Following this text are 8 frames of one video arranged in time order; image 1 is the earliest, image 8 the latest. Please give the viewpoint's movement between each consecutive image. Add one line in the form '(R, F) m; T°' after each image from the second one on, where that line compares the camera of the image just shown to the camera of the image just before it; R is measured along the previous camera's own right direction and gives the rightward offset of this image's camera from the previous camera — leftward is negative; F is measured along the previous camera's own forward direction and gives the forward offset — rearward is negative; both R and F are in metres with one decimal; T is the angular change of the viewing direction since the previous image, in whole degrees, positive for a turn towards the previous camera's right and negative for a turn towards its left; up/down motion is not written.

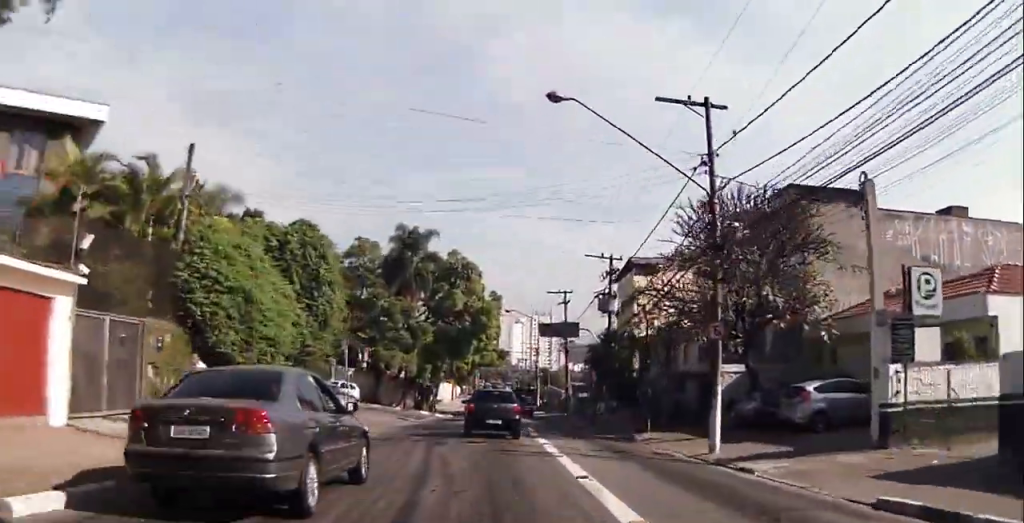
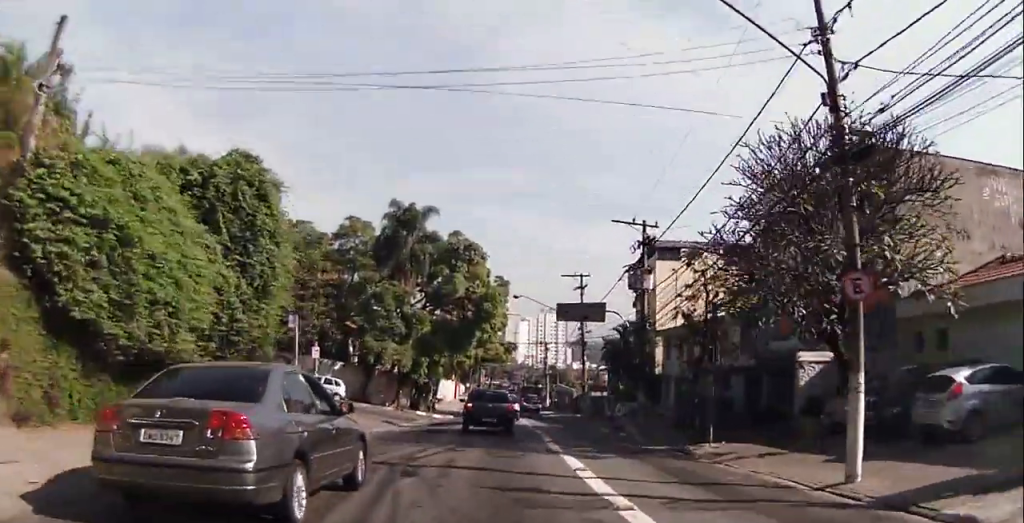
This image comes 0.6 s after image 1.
(+0.1, +6.8) m; +1°
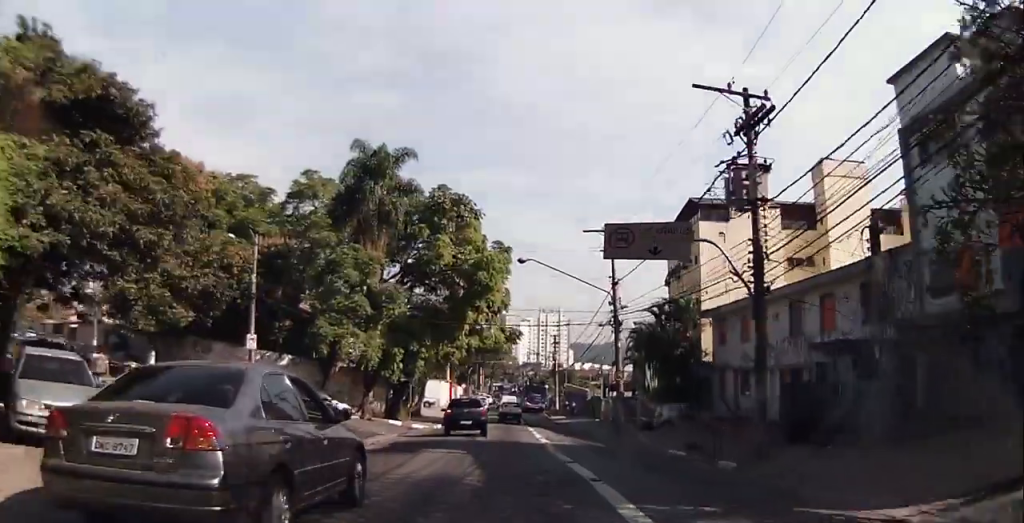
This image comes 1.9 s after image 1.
(0.0, +13.0) m; 0°
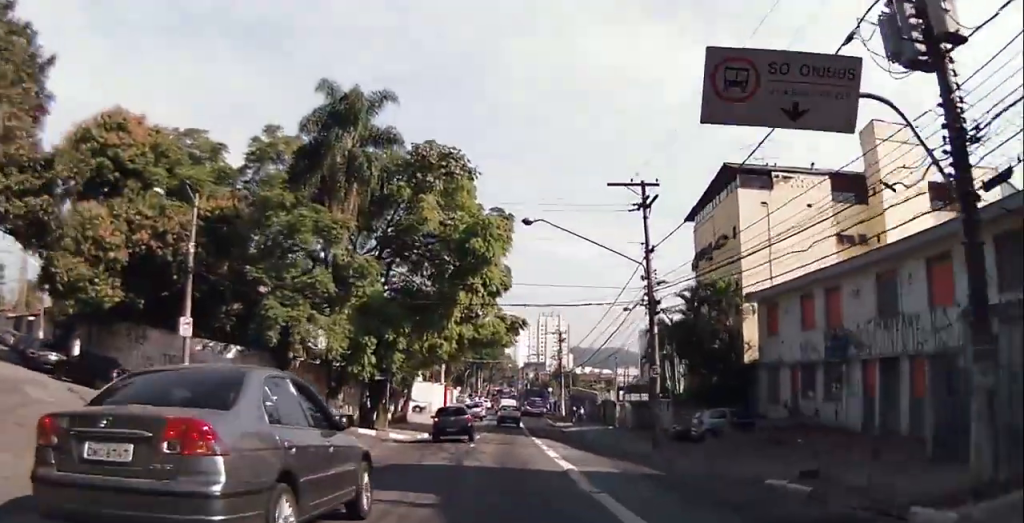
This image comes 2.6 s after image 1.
(-0.1, +7.7) m; 0°
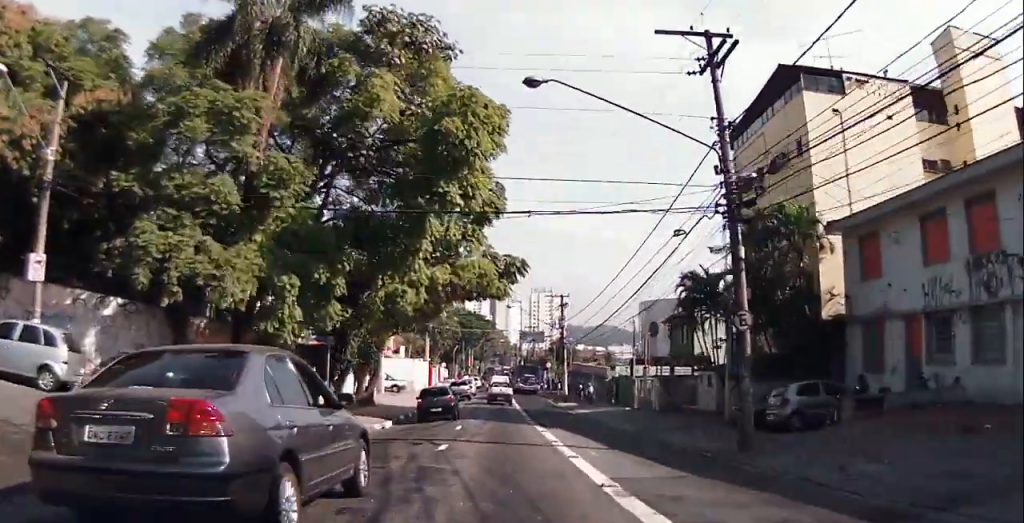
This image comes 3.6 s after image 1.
(0.0, +9.7) m; 0°
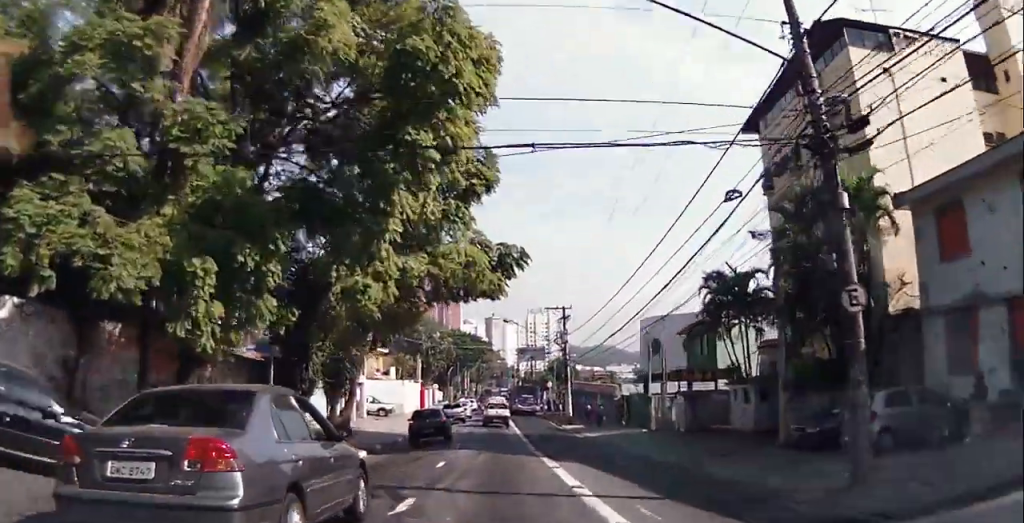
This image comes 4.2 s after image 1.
(0.0, +5.1) m; 0°
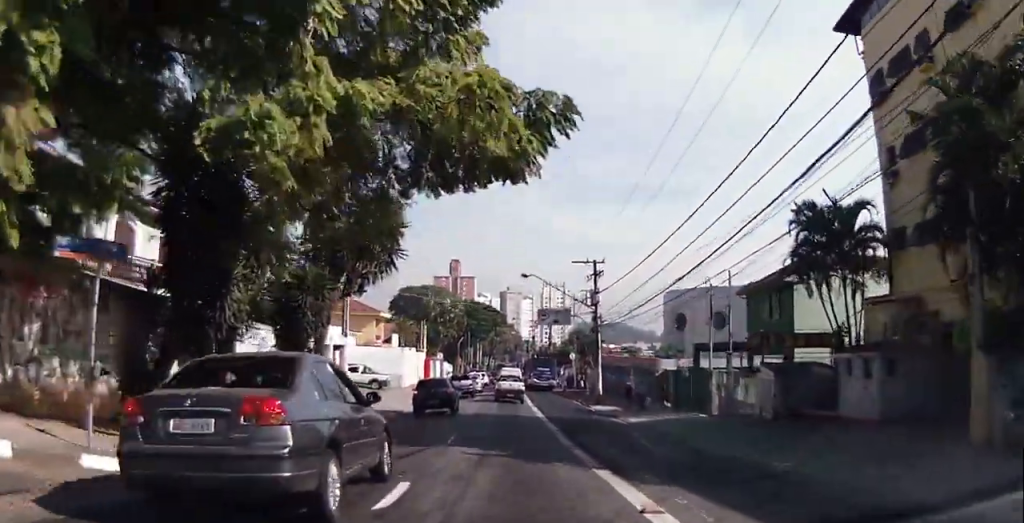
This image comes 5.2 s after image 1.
(-0.1, +8.2) m; 0°
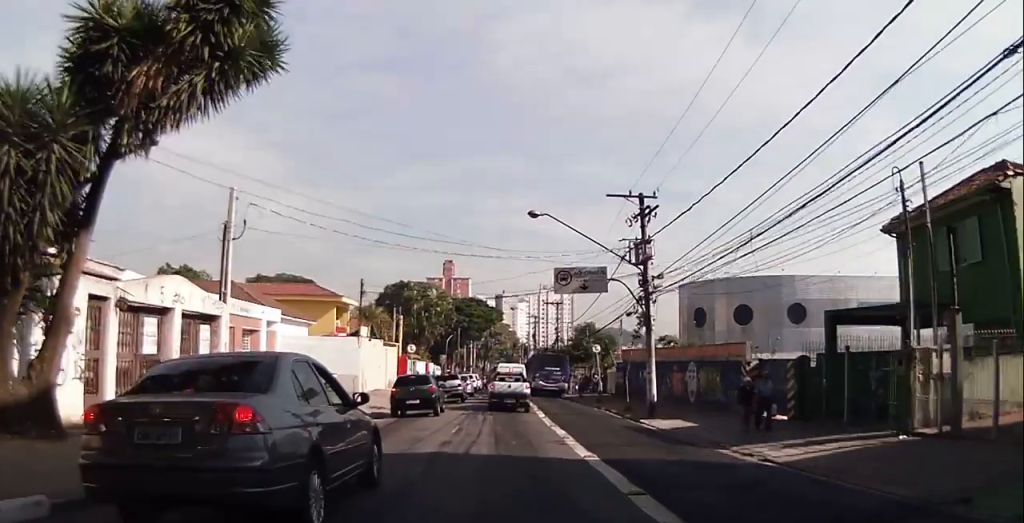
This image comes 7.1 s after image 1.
(+0.1, +13.7) m; +3°
